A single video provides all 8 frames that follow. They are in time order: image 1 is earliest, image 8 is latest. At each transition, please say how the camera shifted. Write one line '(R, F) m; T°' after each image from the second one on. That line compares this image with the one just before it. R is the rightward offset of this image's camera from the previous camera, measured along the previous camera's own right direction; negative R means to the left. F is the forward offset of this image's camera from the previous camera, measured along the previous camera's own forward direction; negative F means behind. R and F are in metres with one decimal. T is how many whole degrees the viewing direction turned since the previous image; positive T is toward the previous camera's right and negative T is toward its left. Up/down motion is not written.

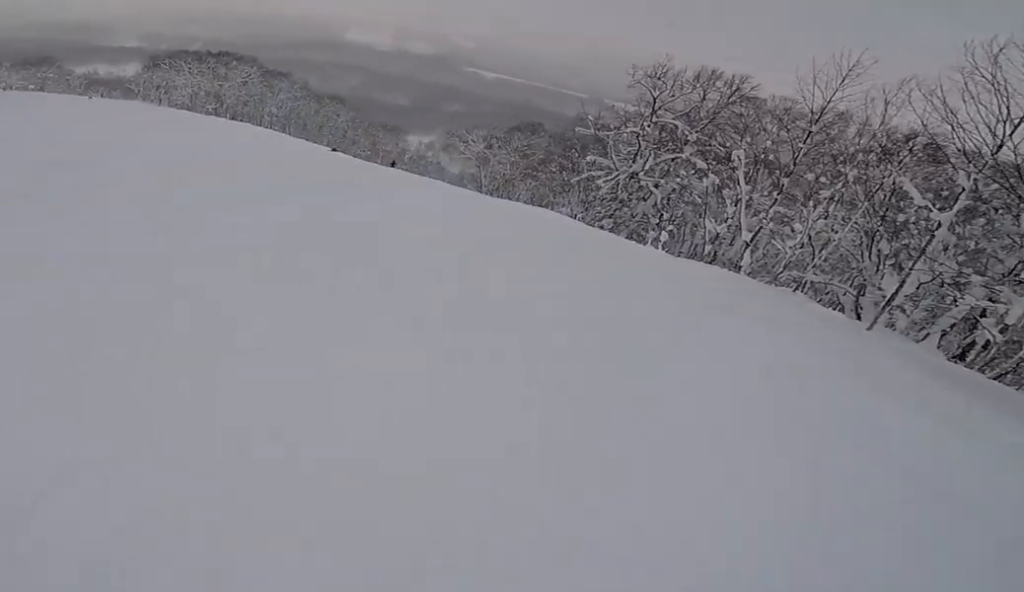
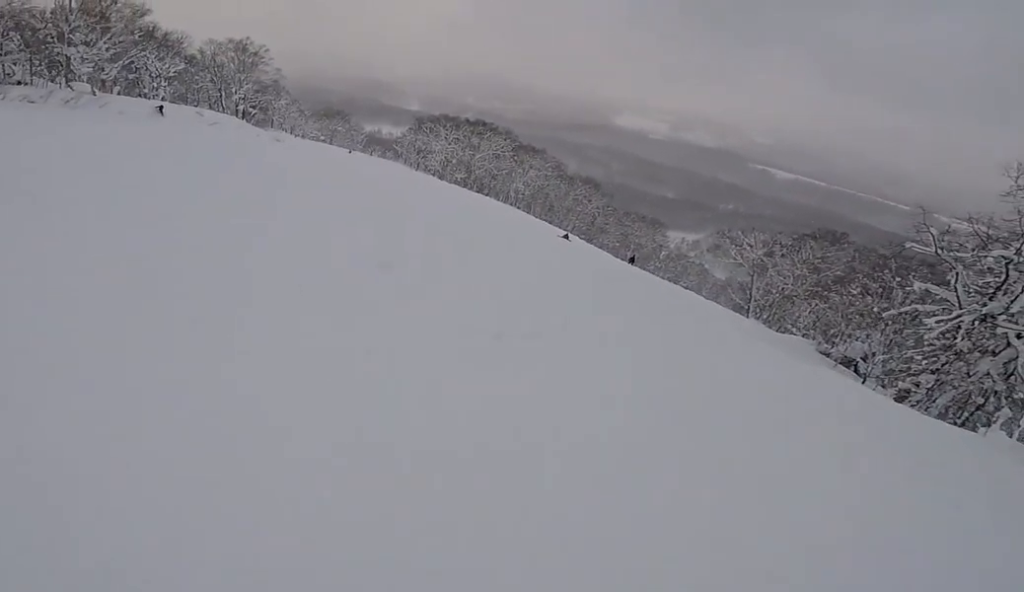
(-1.1, +4.0) m; -29°
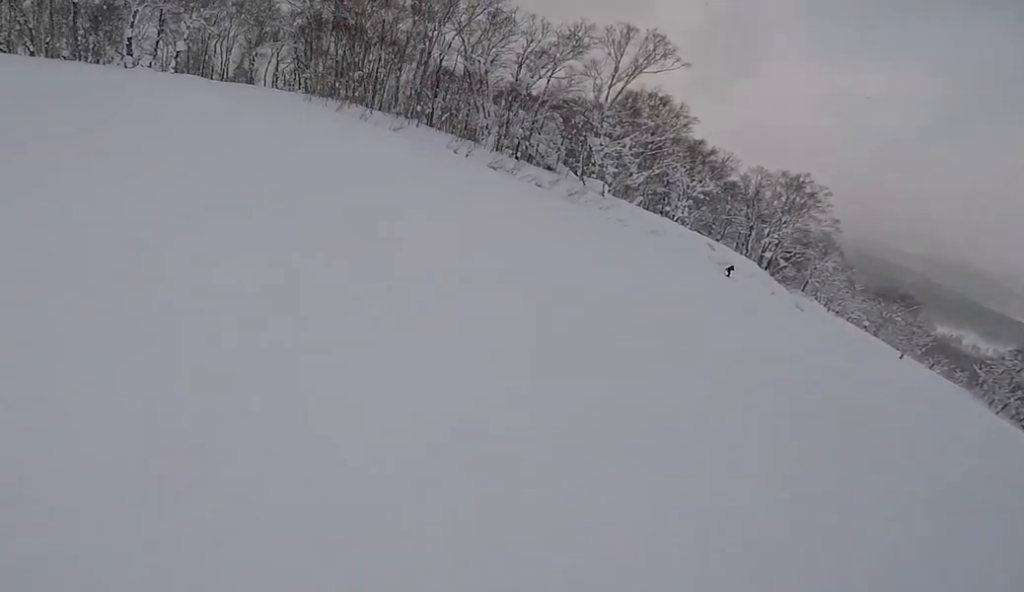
(-1.8, +5.9) m; -25°
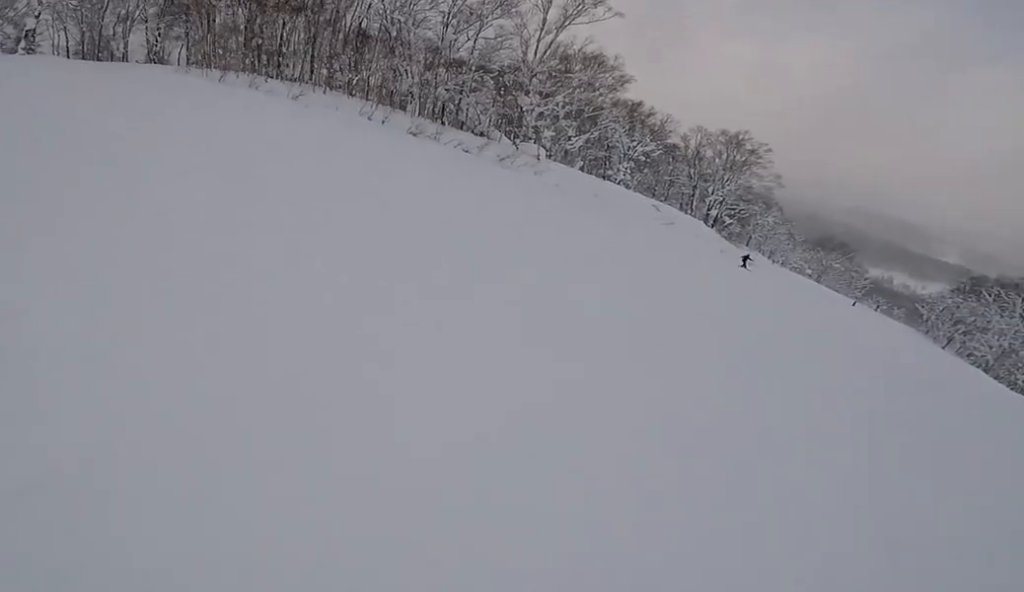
(-0.5, +4.8) m; -10°
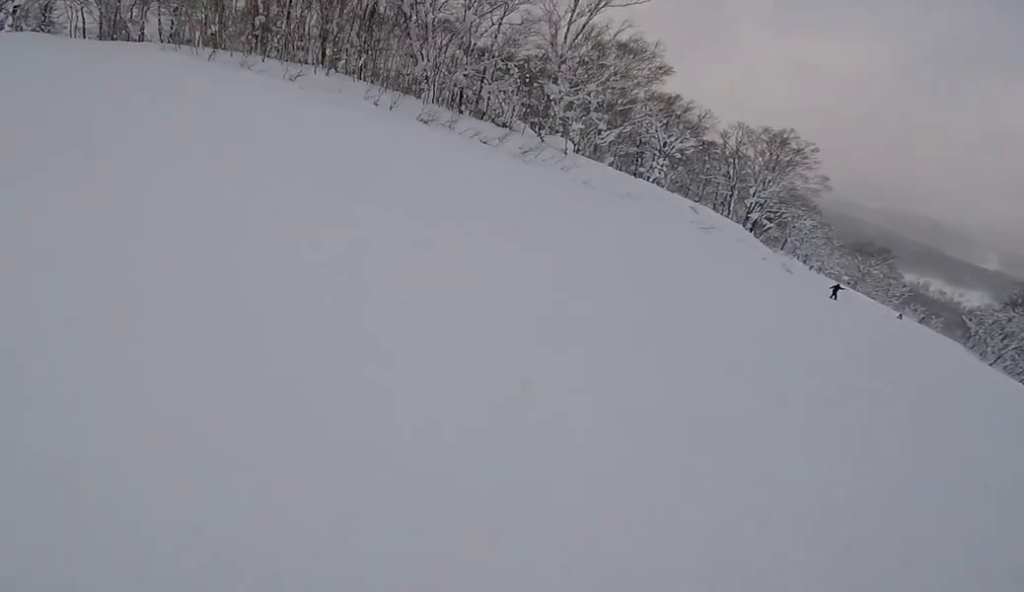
(-0.1, +3.3) m; -6°
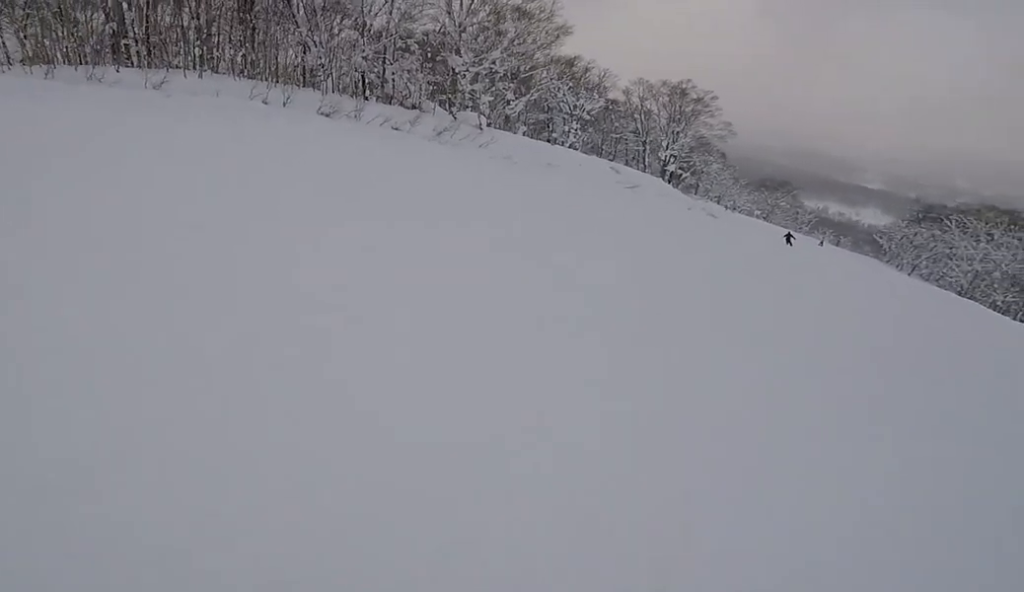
(-0.2, +2.9) m; -4°
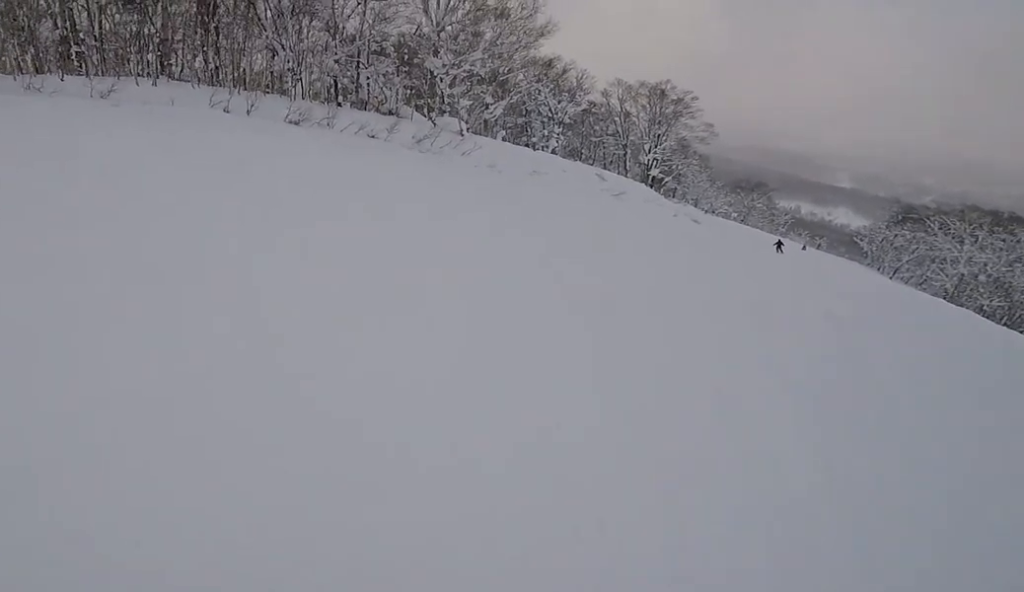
(0.0, +2.1) m; -3°
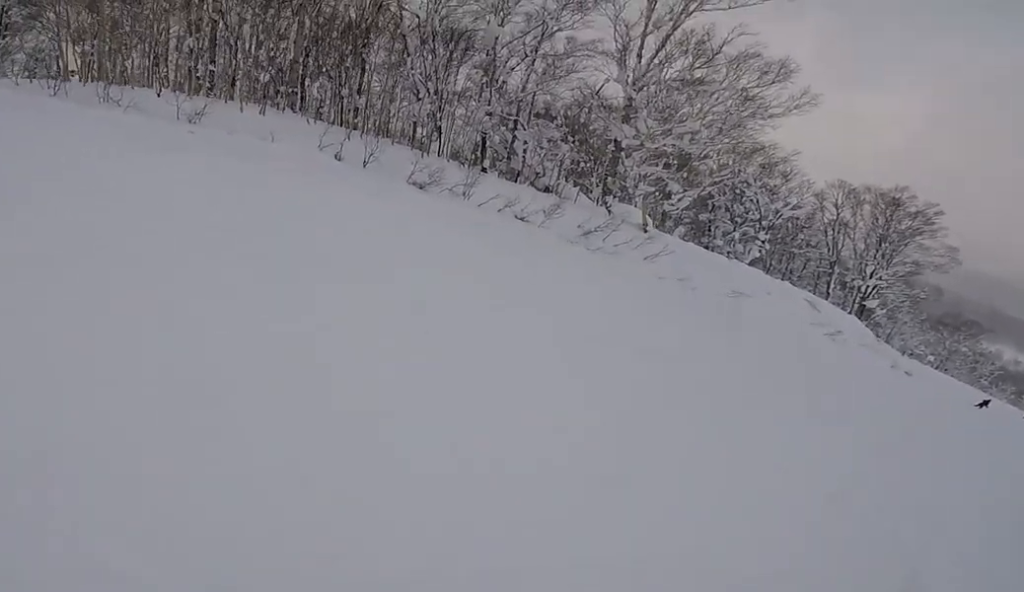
(-0.4, +6.0) m; -6°
